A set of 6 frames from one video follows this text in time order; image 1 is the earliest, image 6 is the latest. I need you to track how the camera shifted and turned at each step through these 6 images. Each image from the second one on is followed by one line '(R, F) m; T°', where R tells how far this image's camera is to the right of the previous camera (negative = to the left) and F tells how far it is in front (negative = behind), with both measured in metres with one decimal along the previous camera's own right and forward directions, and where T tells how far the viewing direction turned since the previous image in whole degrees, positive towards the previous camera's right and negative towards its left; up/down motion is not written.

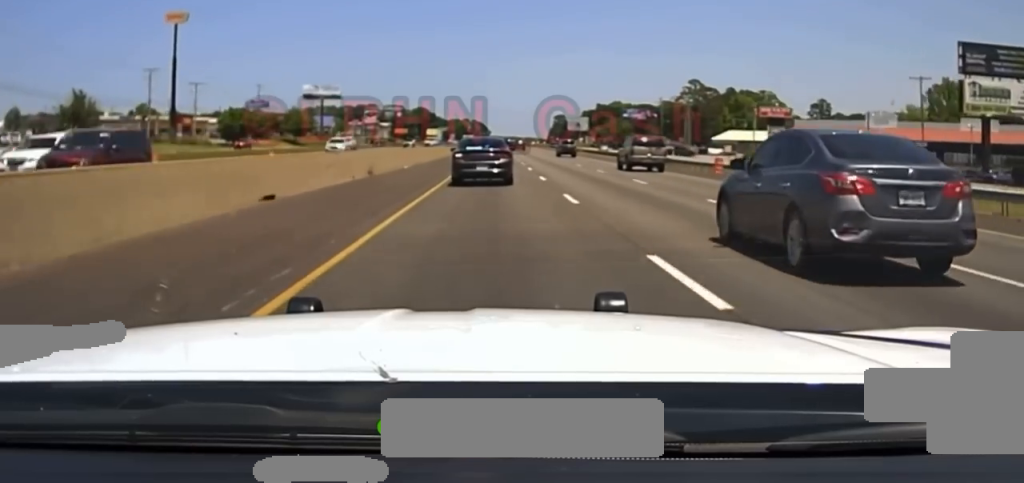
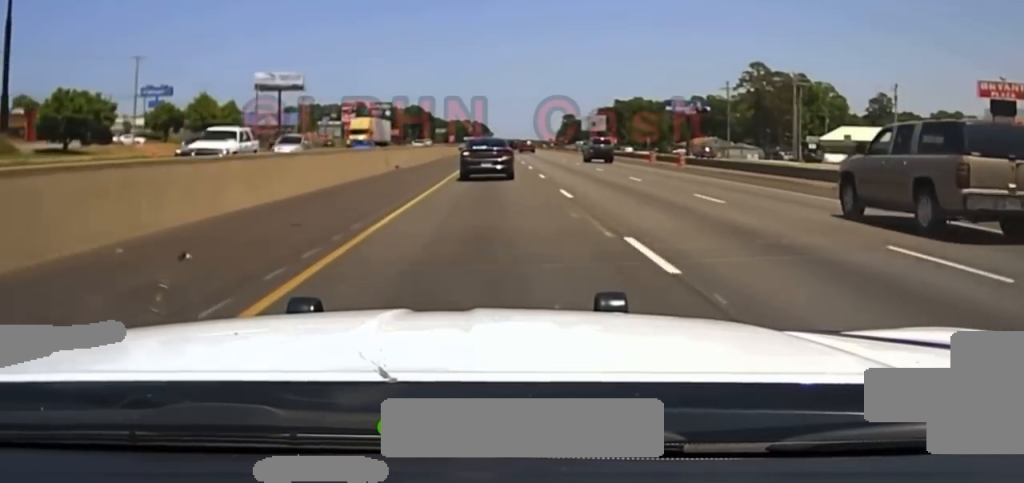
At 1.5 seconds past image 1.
(+0.2, +72.6) m; 0°
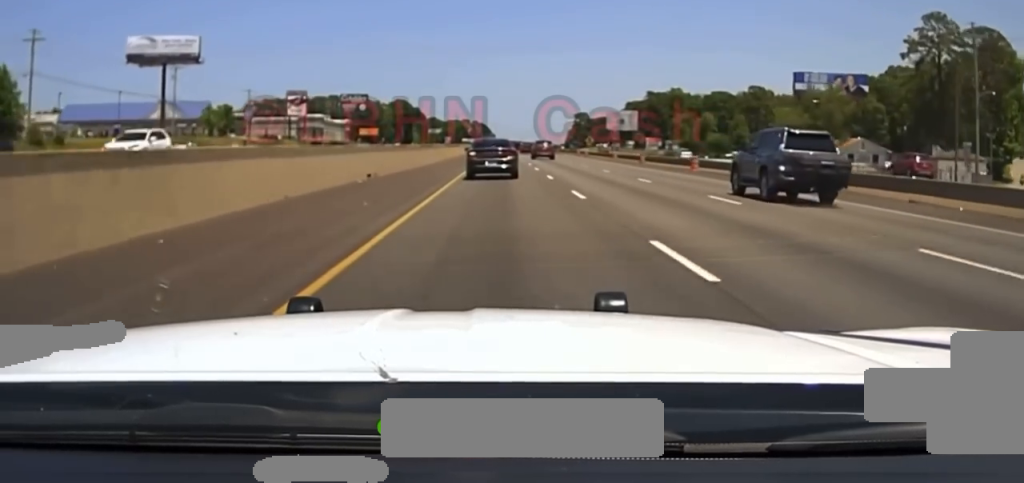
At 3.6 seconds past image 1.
(-0.2, +99.5) m; 0°
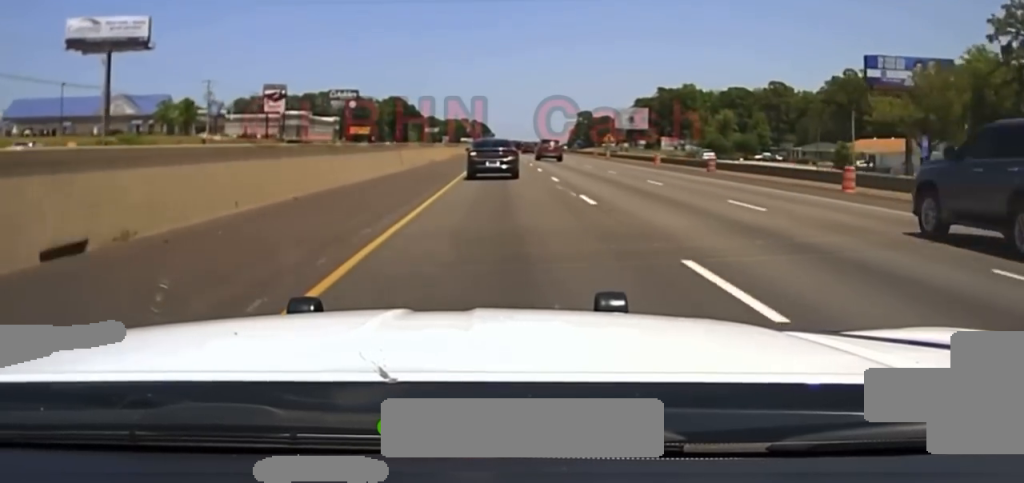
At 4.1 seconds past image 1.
(0.0, +24.2) m; 0°
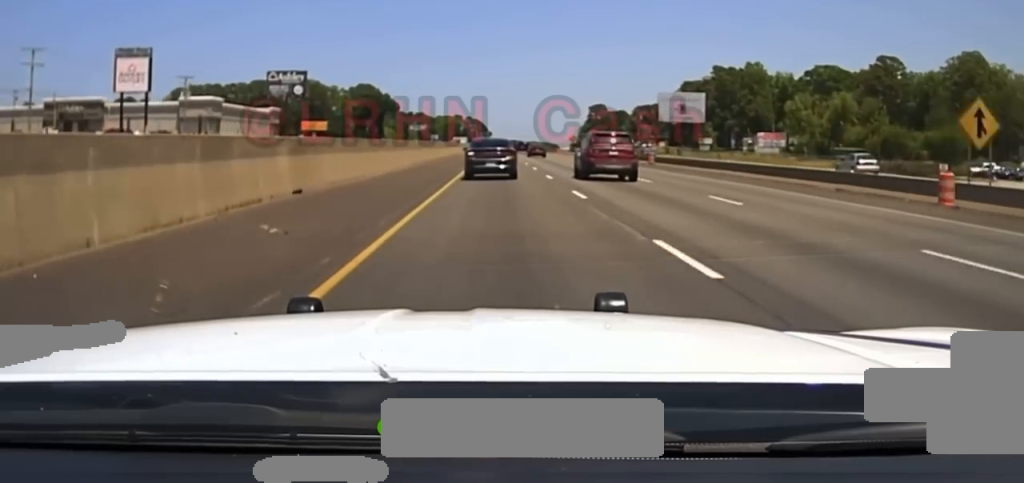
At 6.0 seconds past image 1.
(+0.1, +90.6) m; 0°
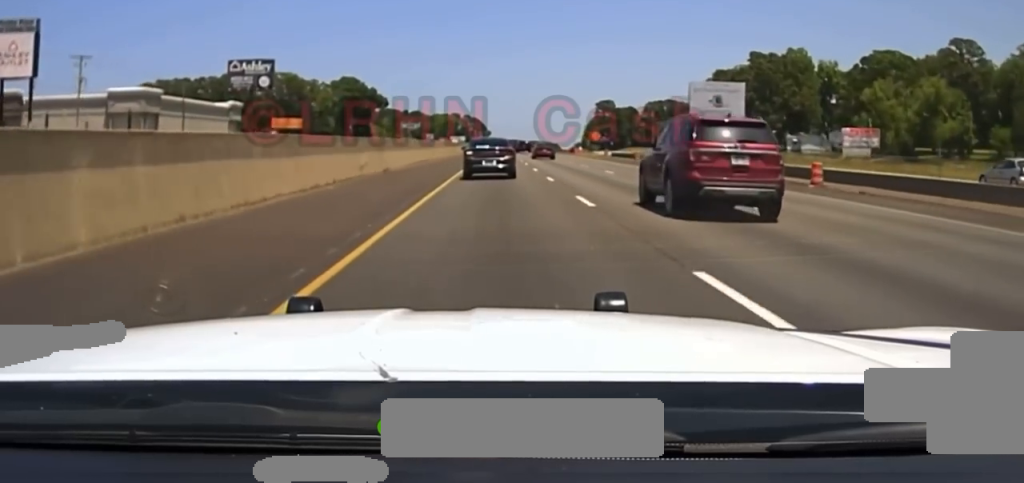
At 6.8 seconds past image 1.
(+0.1, +38.8) m; 0°
